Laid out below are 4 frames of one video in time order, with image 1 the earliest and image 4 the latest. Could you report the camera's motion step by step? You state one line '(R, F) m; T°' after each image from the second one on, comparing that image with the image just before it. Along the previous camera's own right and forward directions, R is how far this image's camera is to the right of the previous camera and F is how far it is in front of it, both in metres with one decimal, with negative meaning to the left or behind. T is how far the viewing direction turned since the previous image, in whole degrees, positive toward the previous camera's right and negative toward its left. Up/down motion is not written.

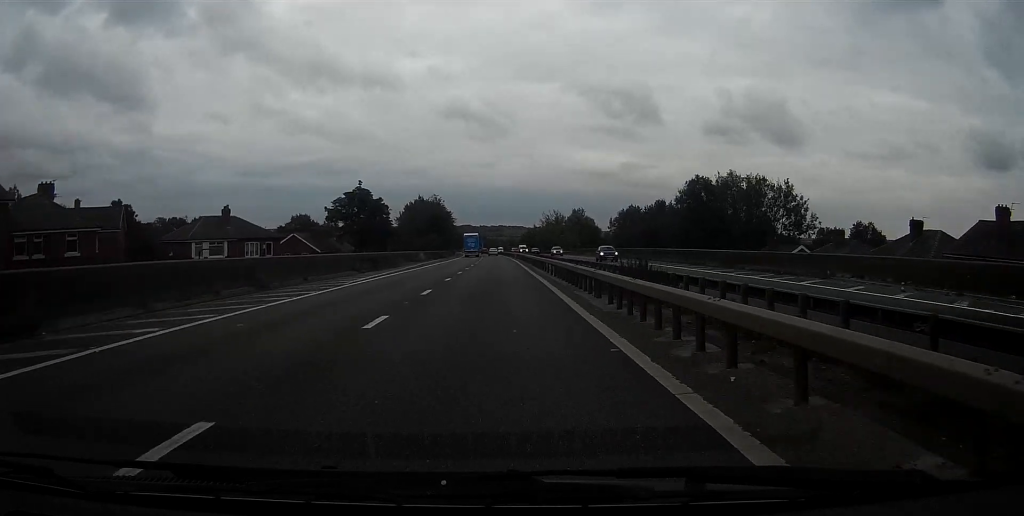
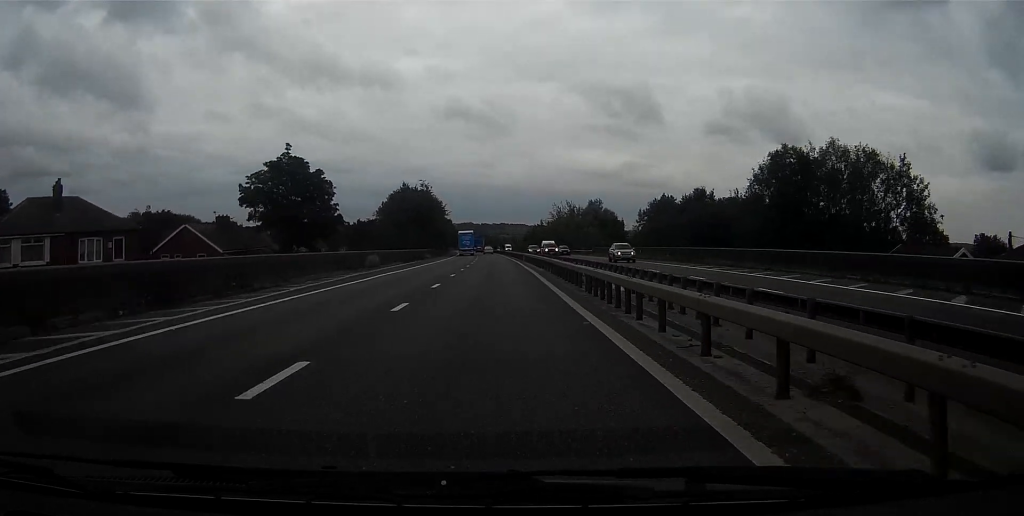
(0.0, +33.1) m; 0°
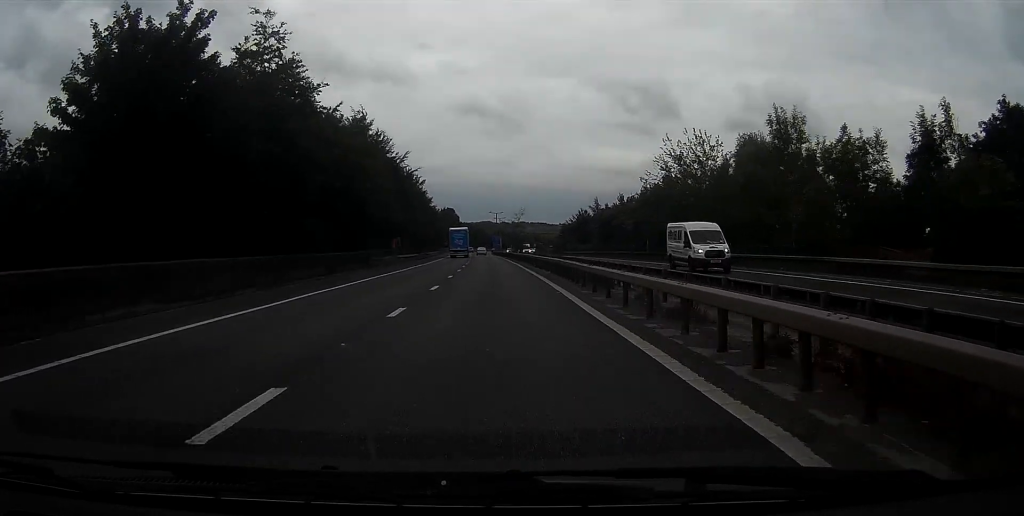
(0.0, +100.6) m; 0°
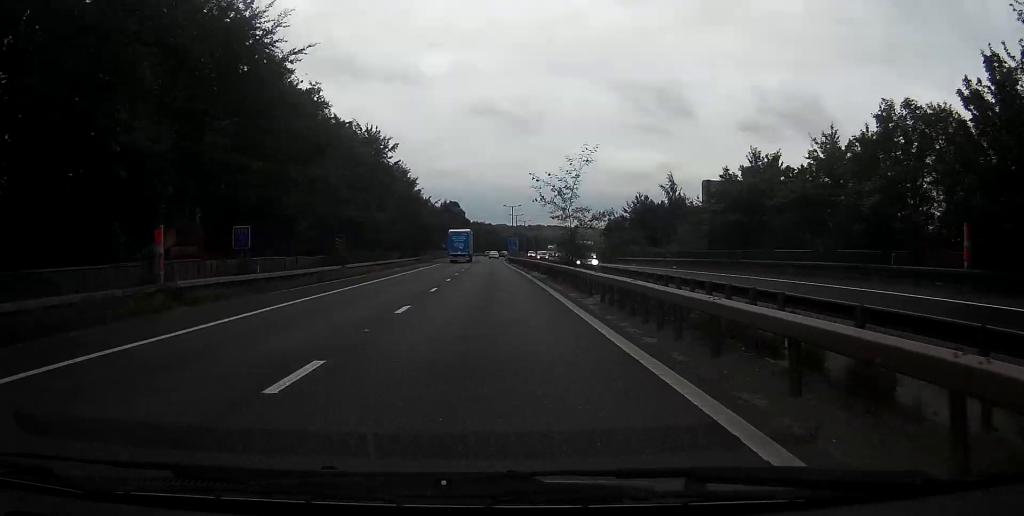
(0.0, +52.1) m; -1°
